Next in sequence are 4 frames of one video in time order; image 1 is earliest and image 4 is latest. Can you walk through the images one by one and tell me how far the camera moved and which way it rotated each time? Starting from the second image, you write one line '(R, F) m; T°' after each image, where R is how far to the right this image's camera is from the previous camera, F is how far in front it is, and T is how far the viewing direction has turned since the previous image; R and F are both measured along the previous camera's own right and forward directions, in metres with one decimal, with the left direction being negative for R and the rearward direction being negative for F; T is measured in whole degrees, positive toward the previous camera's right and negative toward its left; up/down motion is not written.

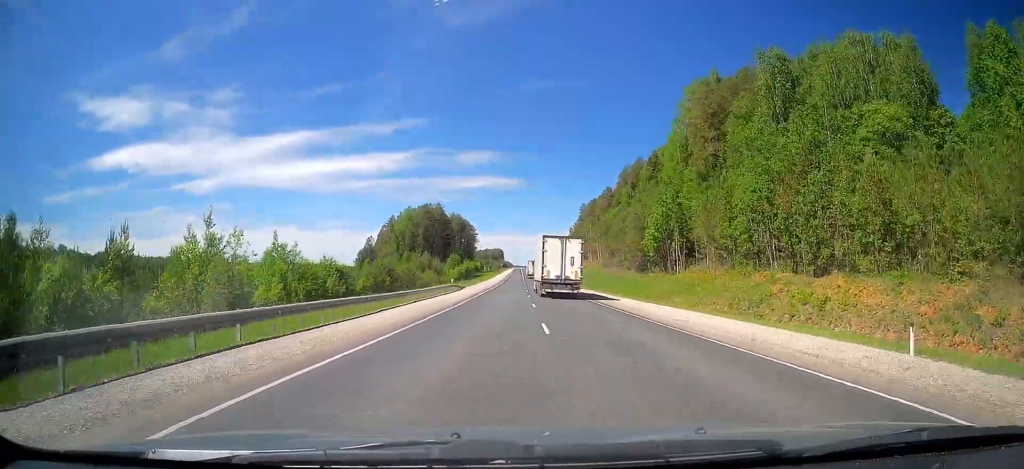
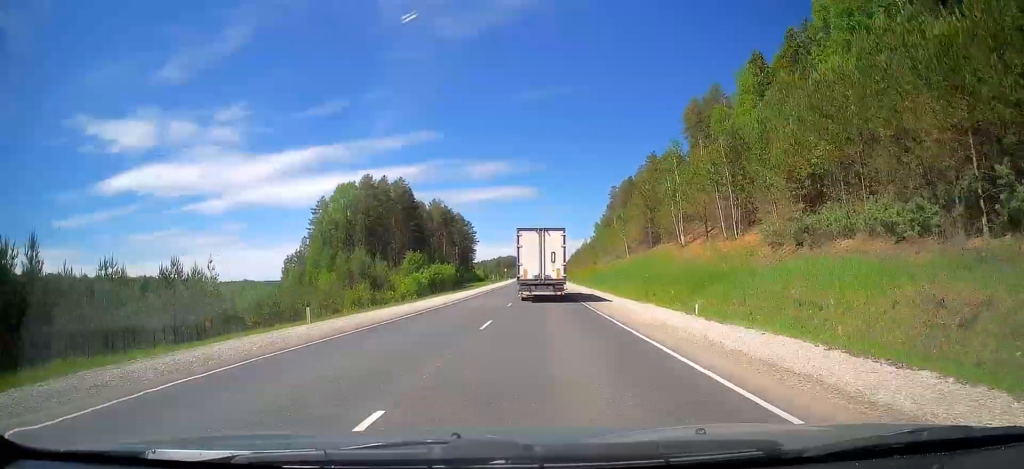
(-0.2, +71.0) m; -2°
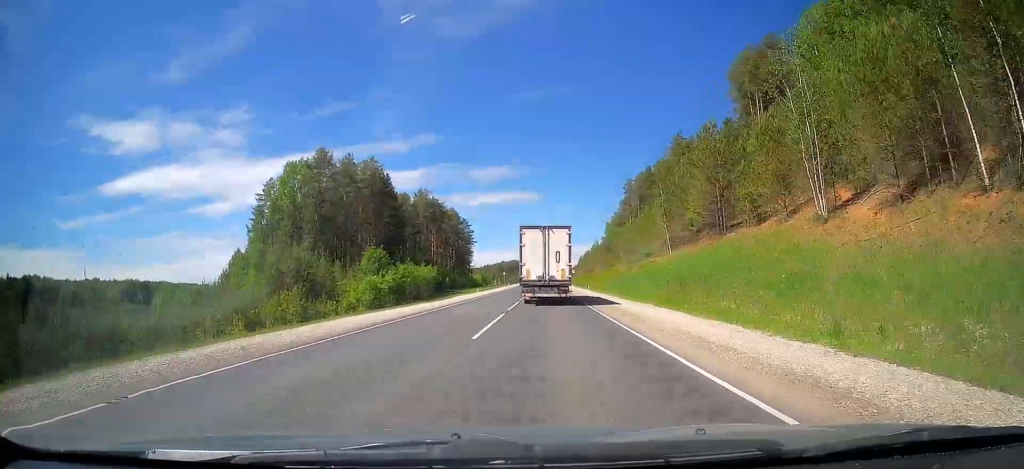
(-0.3, +26.3) m; -1°
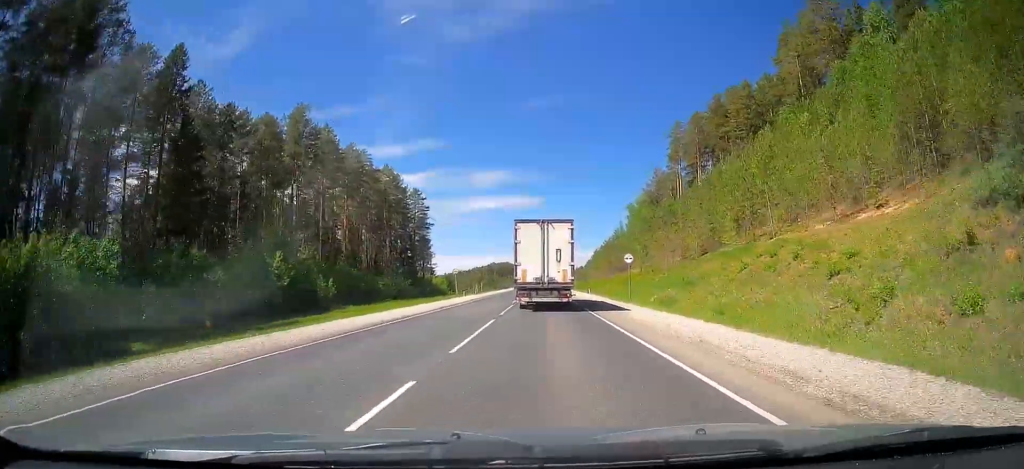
(+0.4, +74.8) m; 0°
